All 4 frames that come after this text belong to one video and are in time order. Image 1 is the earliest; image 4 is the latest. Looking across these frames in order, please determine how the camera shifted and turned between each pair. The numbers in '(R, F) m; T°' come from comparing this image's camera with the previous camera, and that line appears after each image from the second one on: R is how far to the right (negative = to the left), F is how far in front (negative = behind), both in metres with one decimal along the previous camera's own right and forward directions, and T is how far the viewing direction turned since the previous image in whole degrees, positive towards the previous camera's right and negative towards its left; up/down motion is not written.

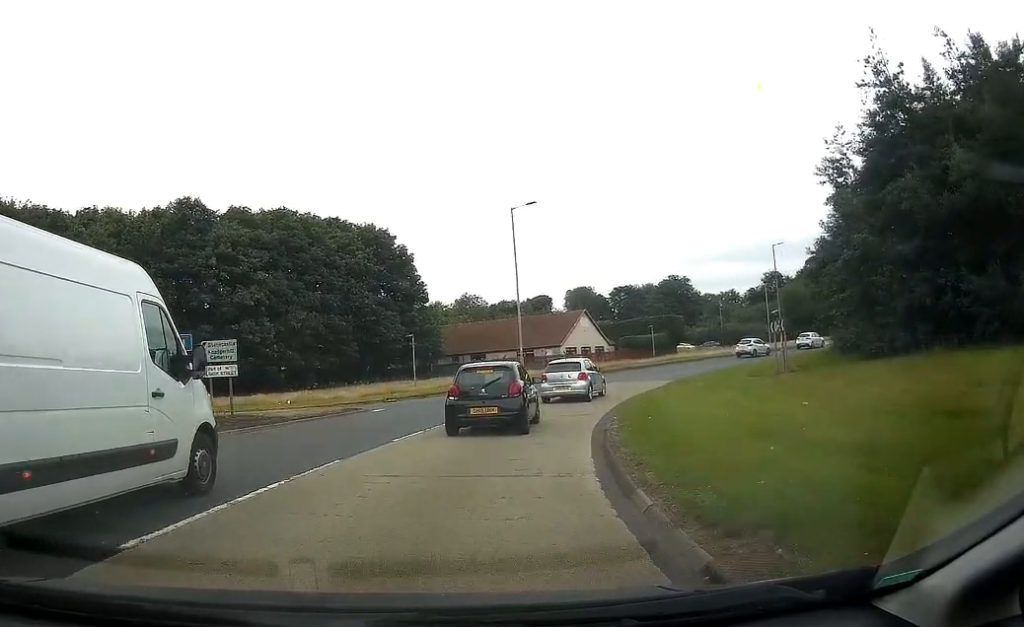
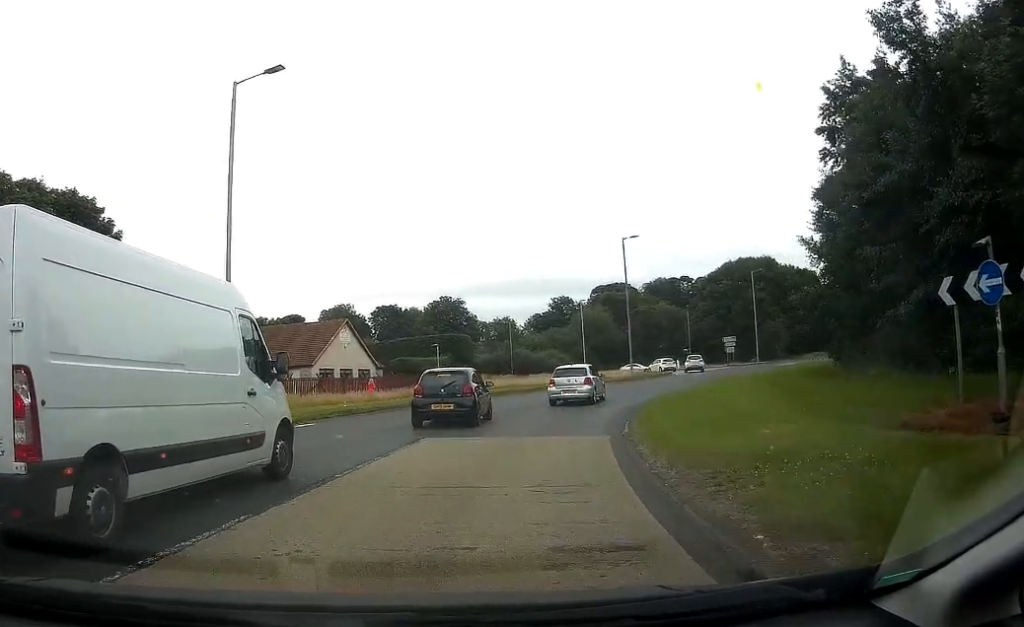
(+4.4, +20.6) m; +24°
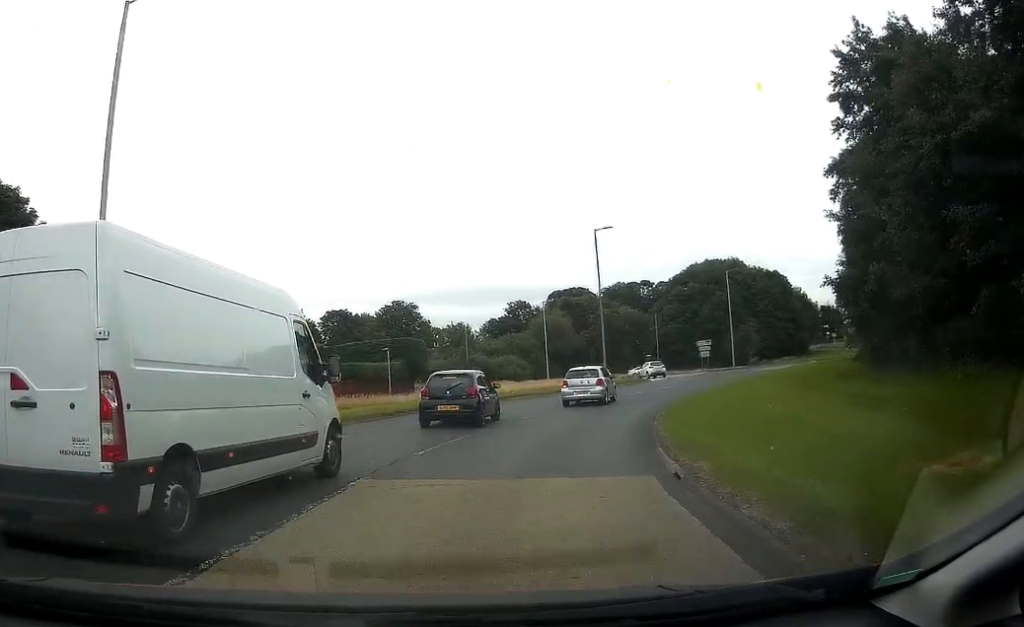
(+0.2, +5.2) m; +4°
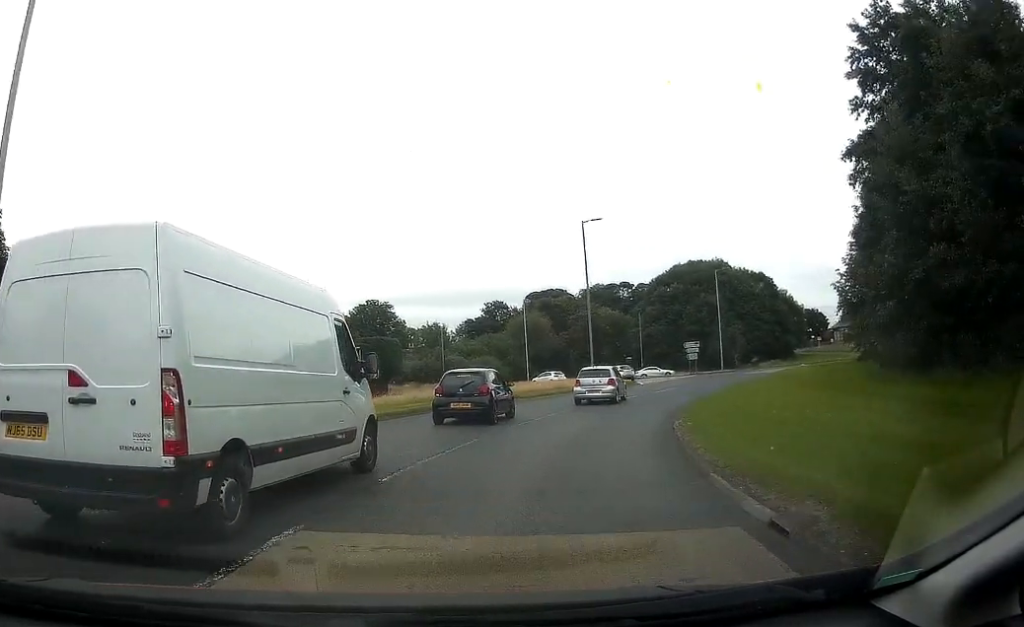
(+0.1, +3.2) m; +1°
